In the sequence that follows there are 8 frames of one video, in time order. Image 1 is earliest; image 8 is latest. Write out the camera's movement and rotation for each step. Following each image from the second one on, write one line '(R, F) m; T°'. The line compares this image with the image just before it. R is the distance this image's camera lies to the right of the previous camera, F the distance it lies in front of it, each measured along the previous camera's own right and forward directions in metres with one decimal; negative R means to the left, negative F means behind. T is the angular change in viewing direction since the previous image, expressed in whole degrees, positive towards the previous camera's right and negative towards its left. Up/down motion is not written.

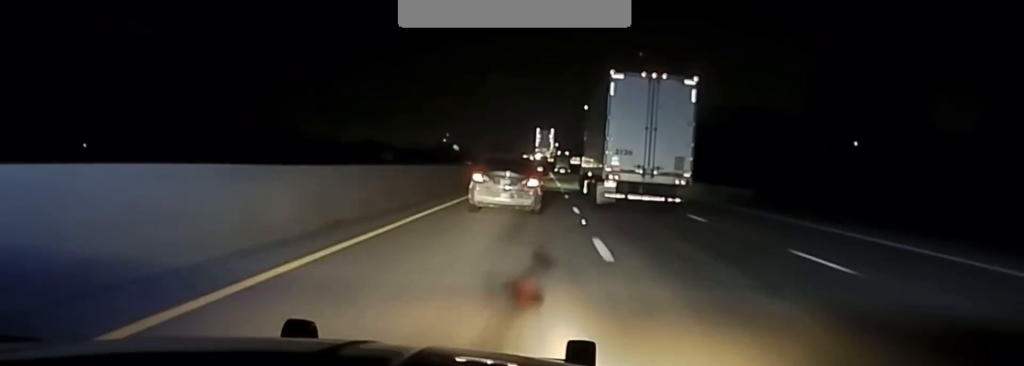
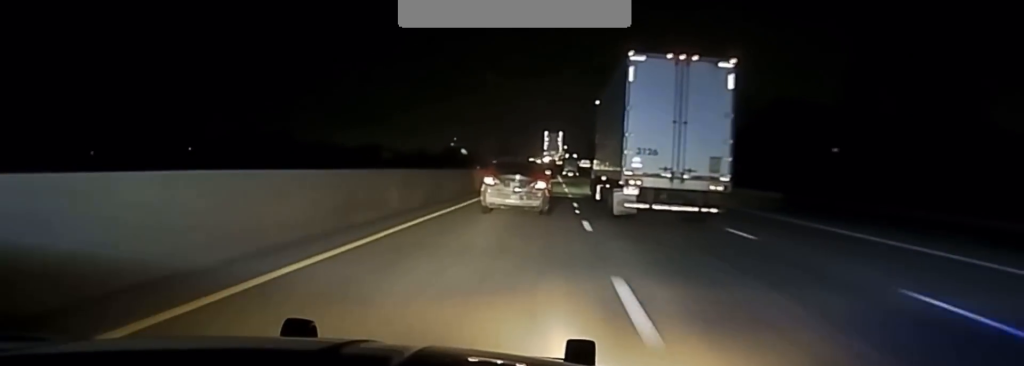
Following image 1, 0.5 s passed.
(-0.1, +18.0) m; 0°
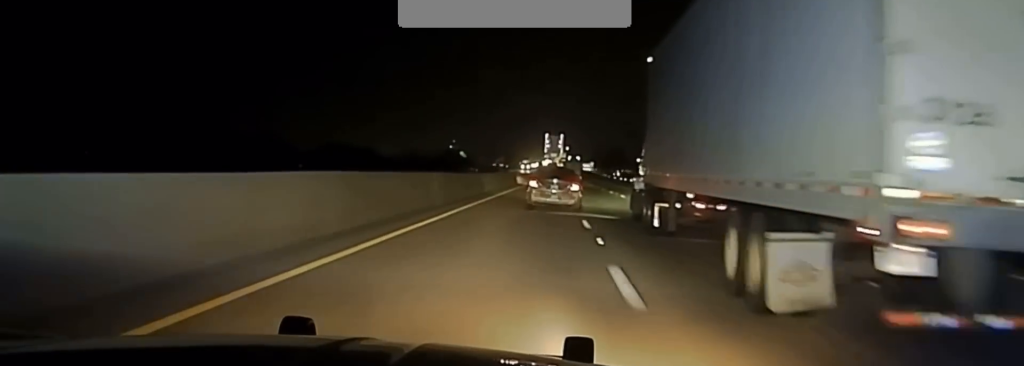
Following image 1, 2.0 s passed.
(0.0, +58.3) m; 0°
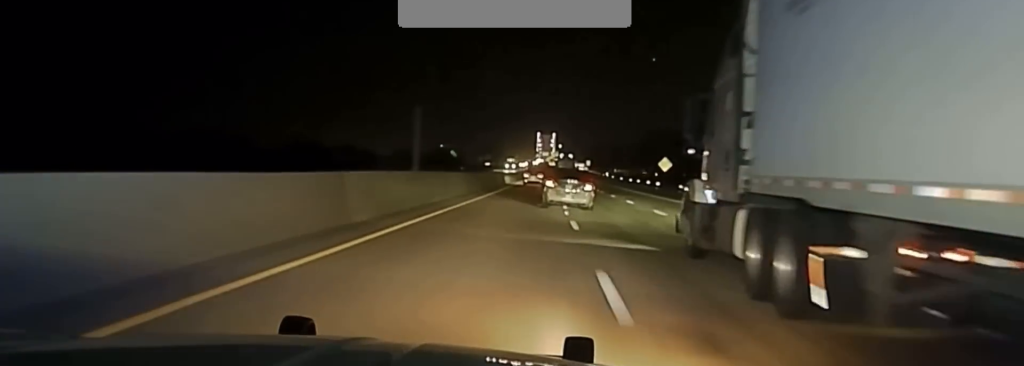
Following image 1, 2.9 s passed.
(+0.2, +36.3) m; 0°
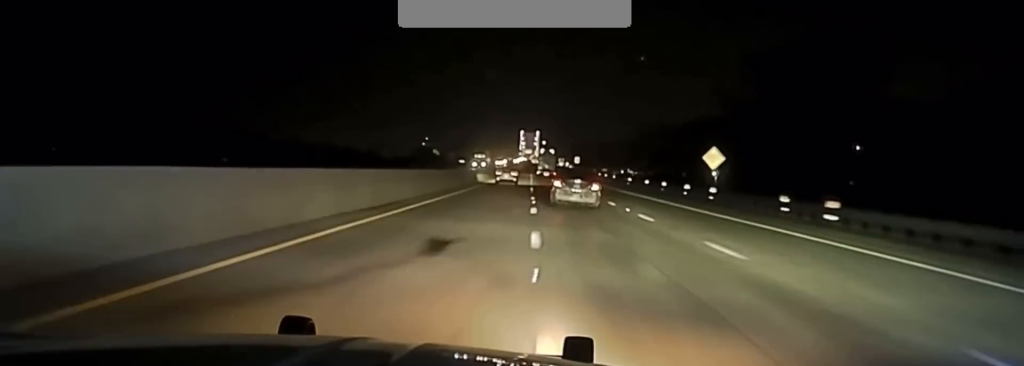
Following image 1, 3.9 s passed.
(0.0, +40.9) m; 0°
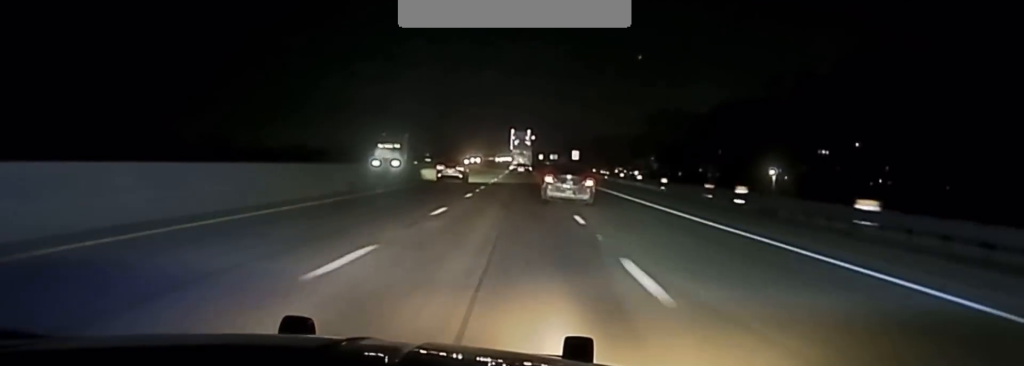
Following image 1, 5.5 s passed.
(+0.7, +65.8) m; +2°
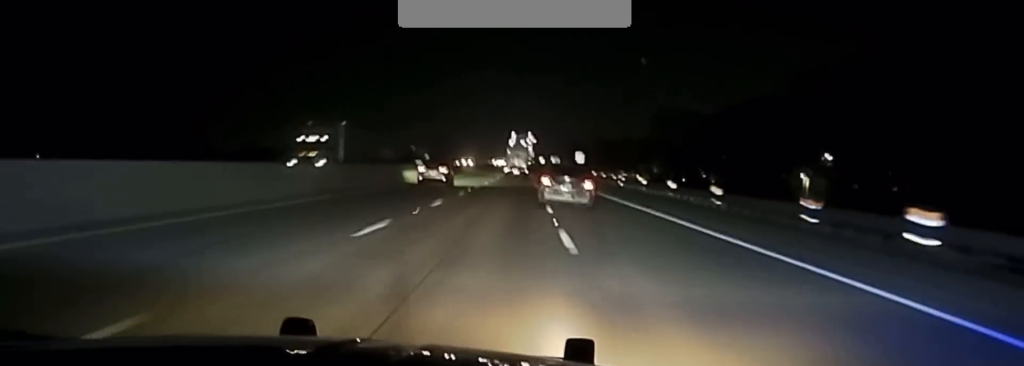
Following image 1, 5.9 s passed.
(+0.1, +18.8) m; 0°
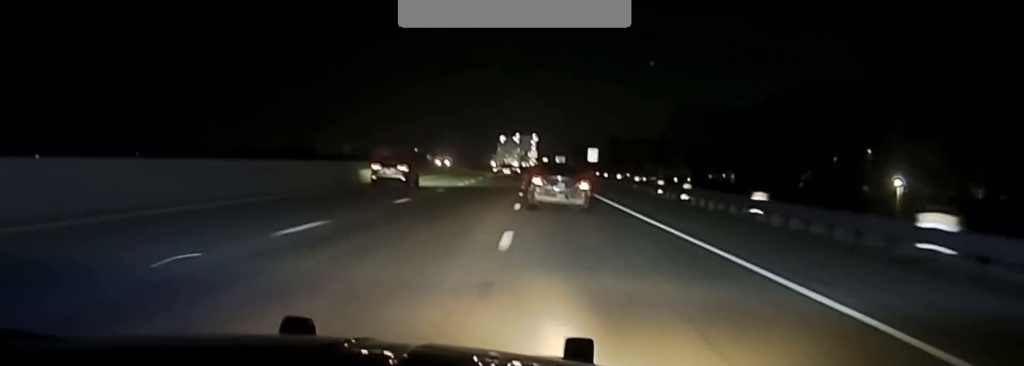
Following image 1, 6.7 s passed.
(+0.4, +36.1) m; 0°
